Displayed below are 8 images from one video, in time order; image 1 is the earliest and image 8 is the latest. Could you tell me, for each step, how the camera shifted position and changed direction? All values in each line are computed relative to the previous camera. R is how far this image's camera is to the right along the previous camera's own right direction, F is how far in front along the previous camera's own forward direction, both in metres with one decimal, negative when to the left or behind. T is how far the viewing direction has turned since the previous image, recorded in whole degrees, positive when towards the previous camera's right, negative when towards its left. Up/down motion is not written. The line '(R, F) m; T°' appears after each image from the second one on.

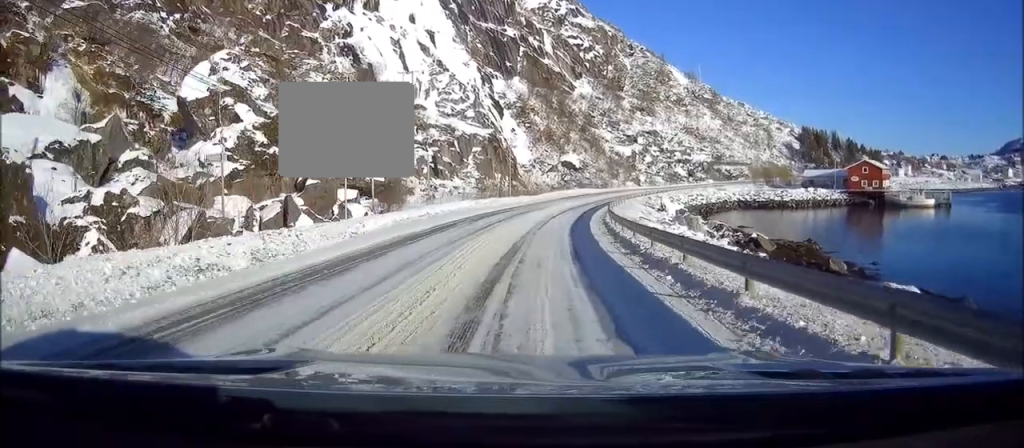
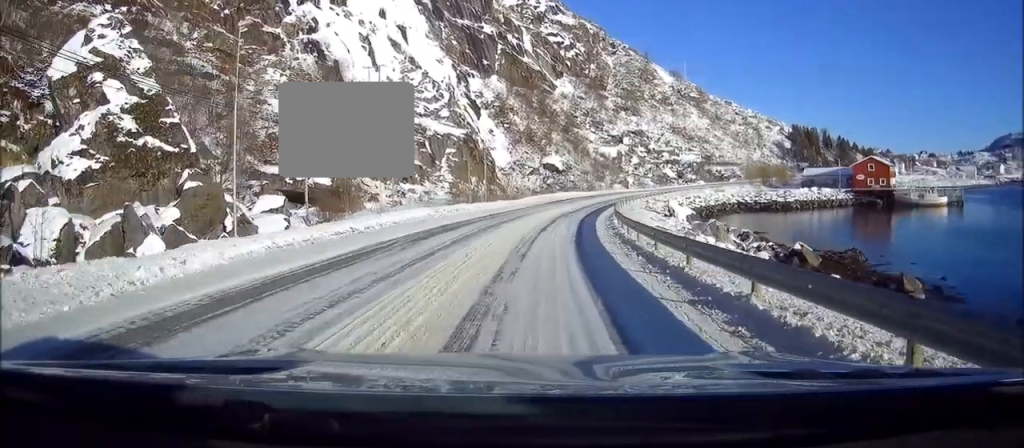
(0.0, +12.4) m; +1°
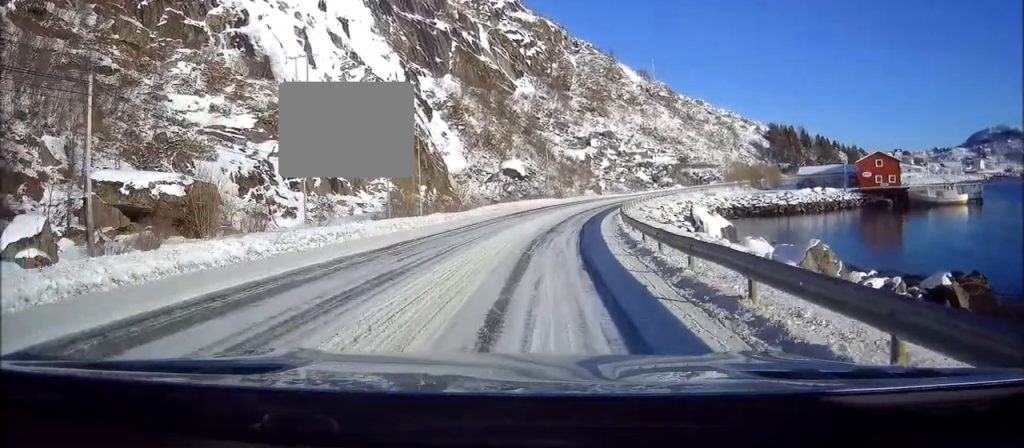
(+0.6, +20.0) m; +3°
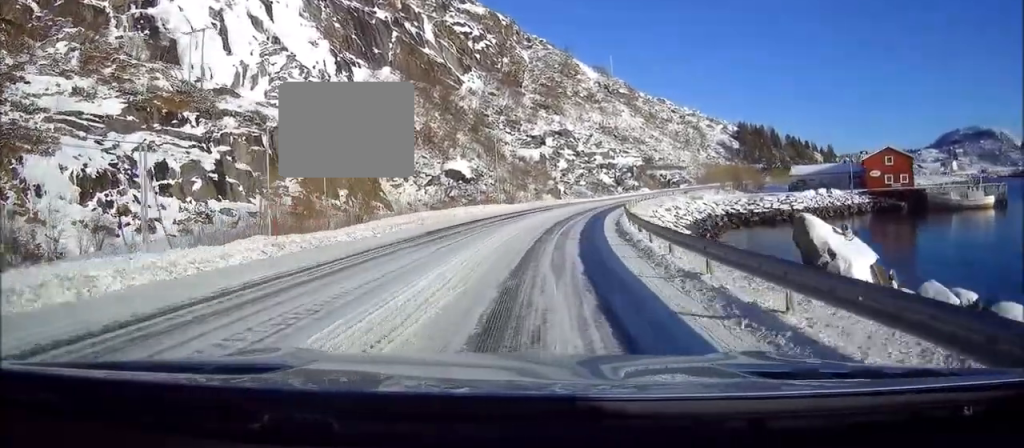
(+0.7, +21.5) m; +4°
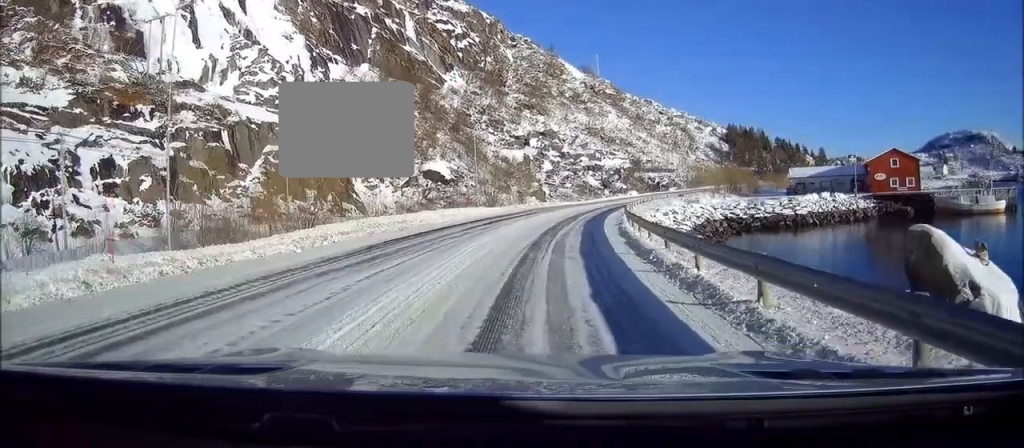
(+0.1, +7.1) m; +1°
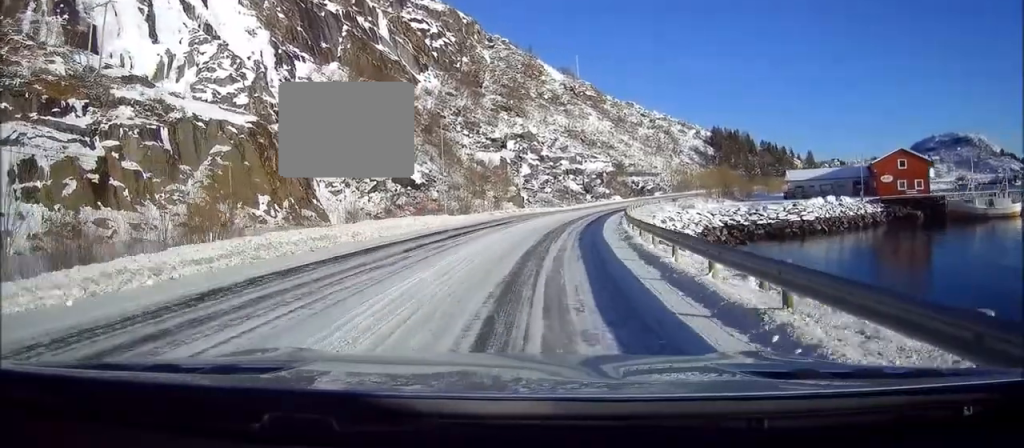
(+0.1, +8.9) m; +2°
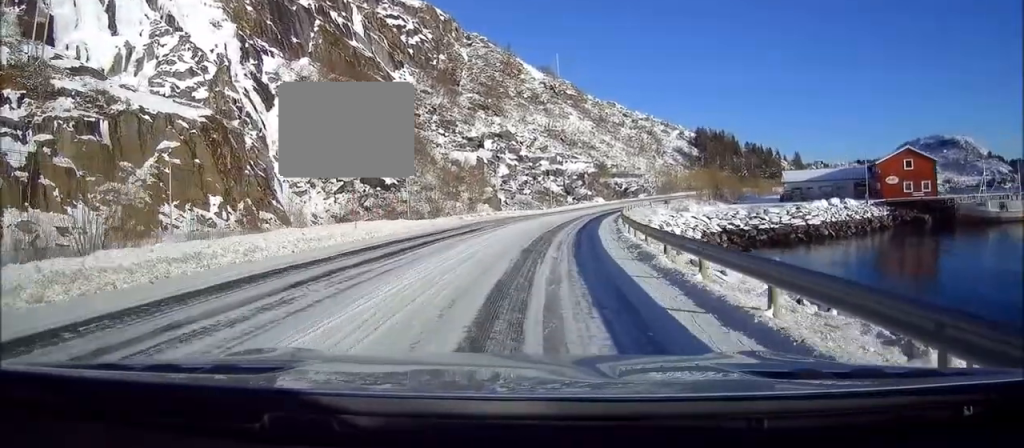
(0.0, +7.6) m; +2°
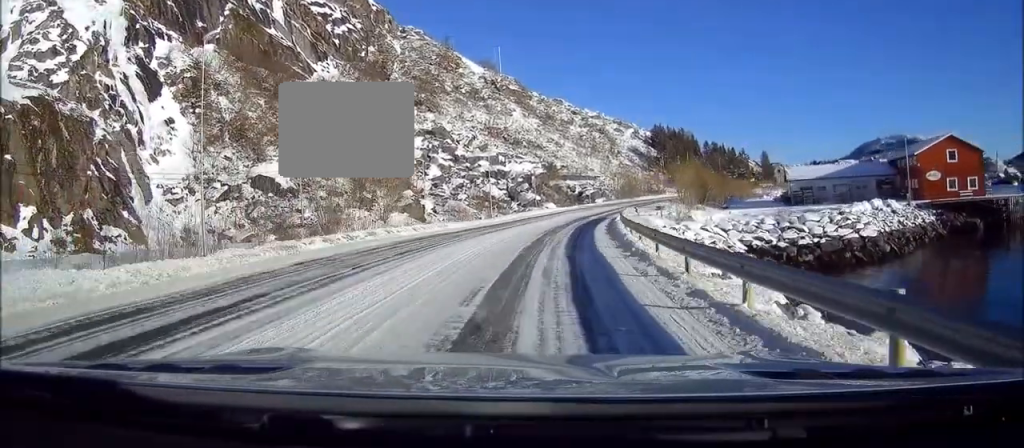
(+1.1, +23.7) m; +3°
